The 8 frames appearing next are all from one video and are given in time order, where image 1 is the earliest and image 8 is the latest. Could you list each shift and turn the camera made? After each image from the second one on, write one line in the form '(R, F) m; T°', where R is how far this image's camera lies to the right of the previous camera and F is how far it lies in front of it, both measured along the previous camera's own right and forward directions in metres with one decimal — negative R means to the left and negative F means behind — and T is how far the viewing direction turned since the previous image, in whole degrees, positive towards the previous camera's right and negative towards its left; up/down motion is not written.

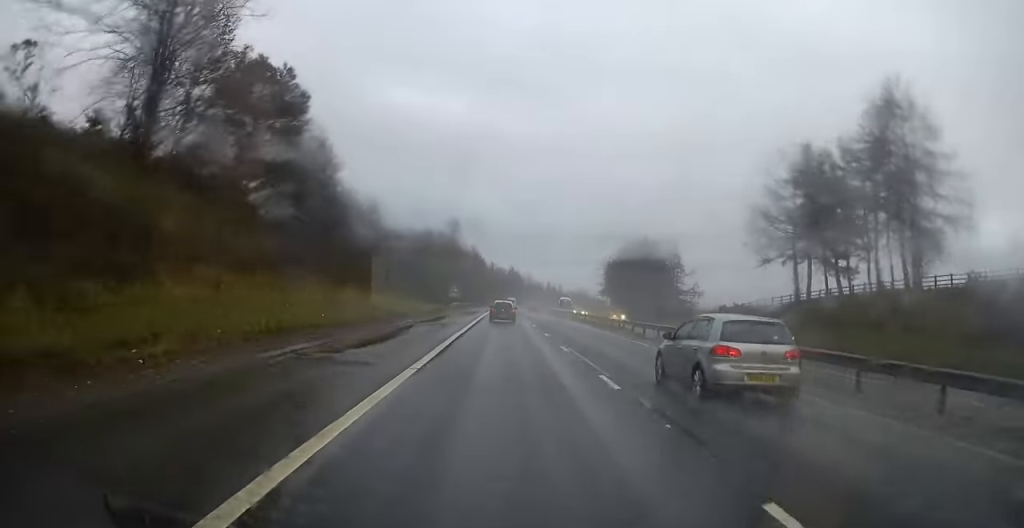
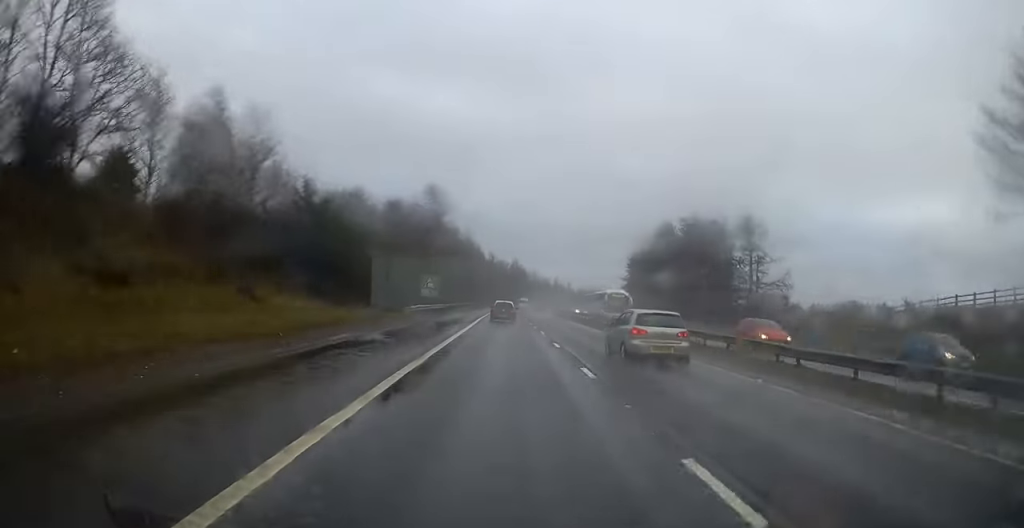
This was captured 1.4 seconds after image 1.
(0.0, +32.9) m; 0°
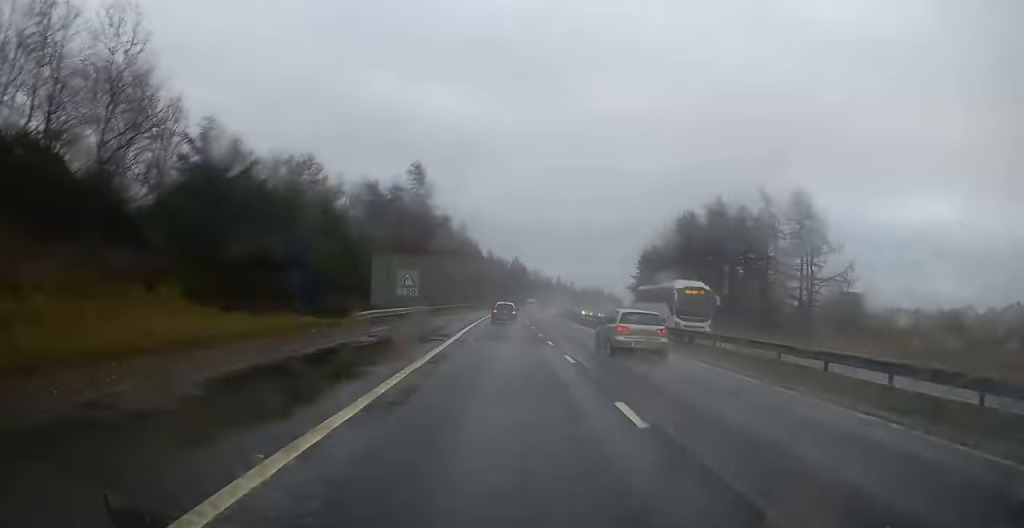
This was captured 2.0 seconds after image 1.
(0.0, +13.5) m; 0°
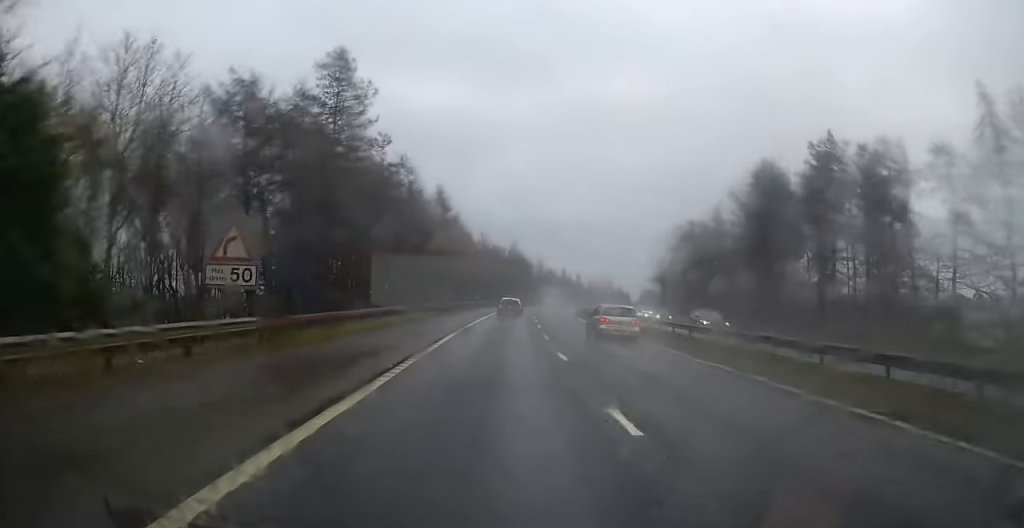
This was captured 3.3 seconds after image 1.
(+0.1, +31.4) m; 0°
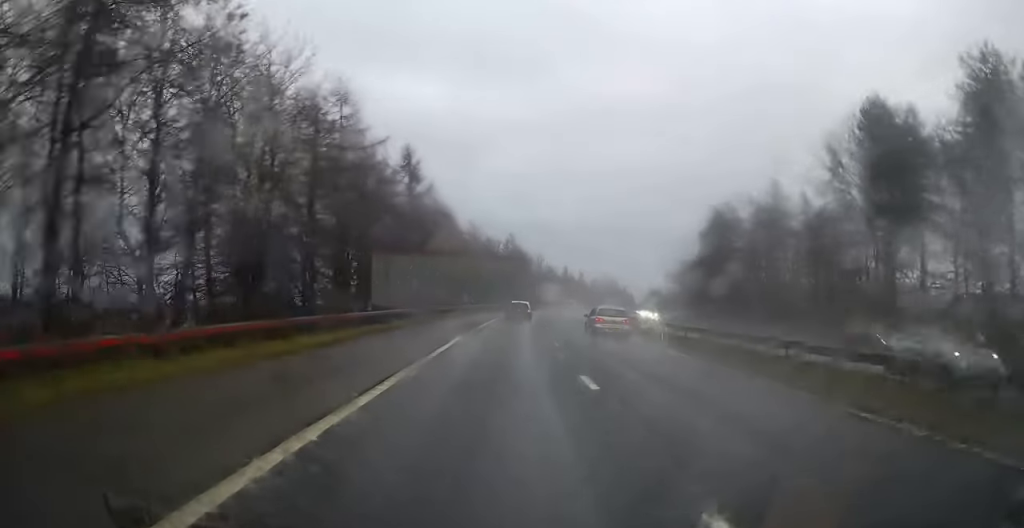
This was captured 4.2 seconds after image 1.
(-0.2, +22.7) m; 0°
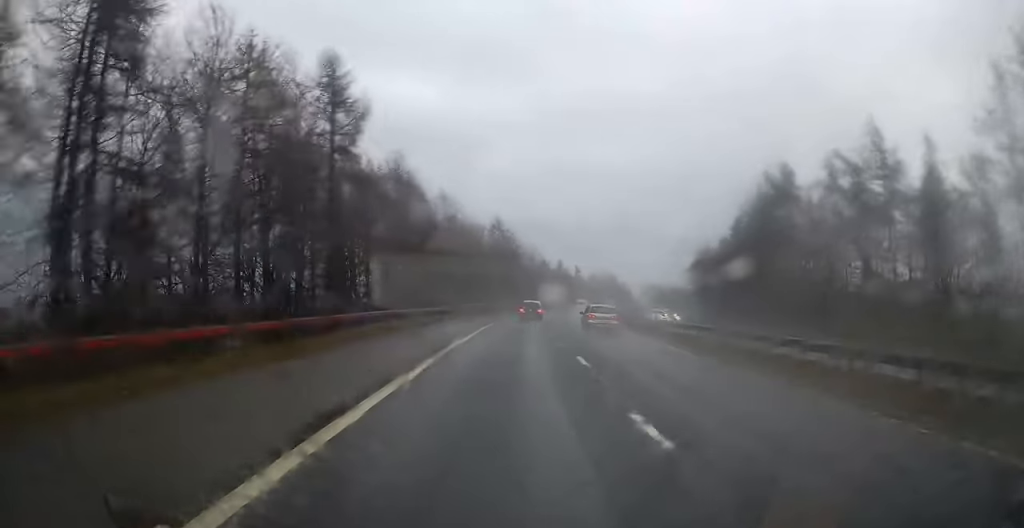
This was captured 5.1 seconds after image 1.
(+0.3, +22.9) m; +1°
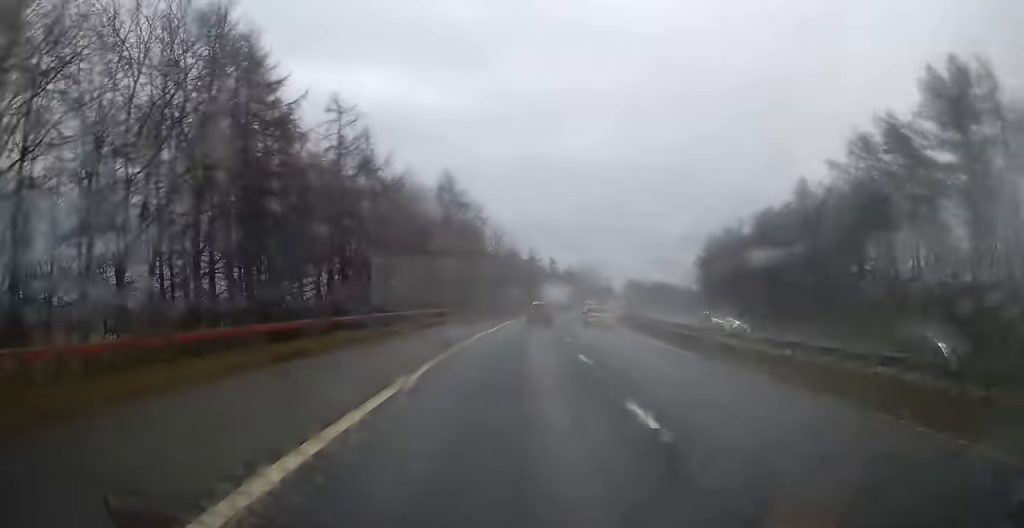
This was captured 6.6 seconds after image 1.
(+0.7, +35.3) m; +2°
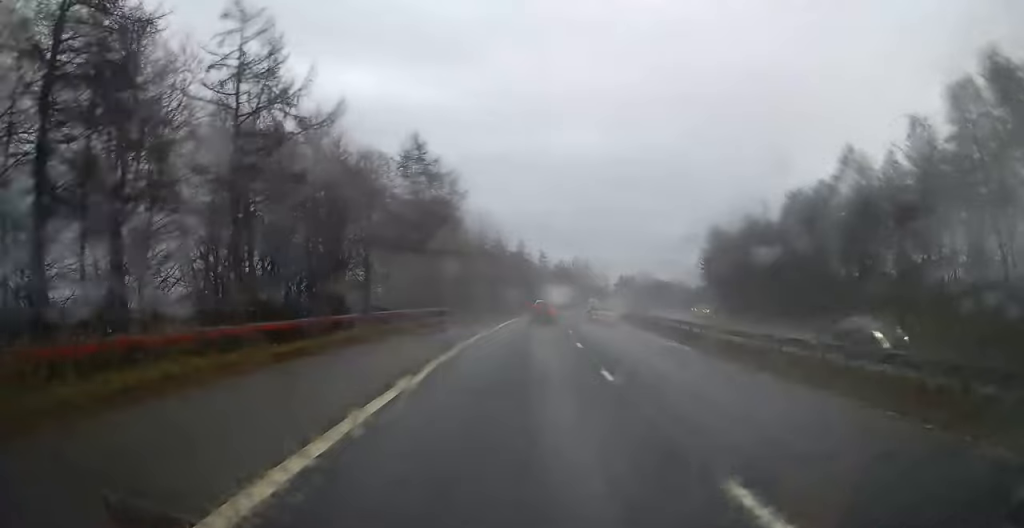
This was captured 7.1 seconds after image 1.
(+0.1, +14.0) m; +1°
